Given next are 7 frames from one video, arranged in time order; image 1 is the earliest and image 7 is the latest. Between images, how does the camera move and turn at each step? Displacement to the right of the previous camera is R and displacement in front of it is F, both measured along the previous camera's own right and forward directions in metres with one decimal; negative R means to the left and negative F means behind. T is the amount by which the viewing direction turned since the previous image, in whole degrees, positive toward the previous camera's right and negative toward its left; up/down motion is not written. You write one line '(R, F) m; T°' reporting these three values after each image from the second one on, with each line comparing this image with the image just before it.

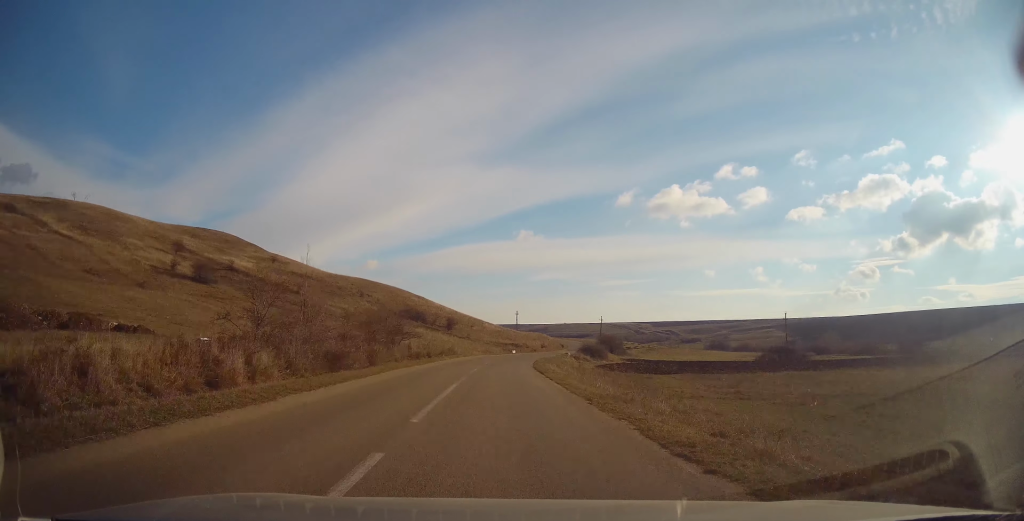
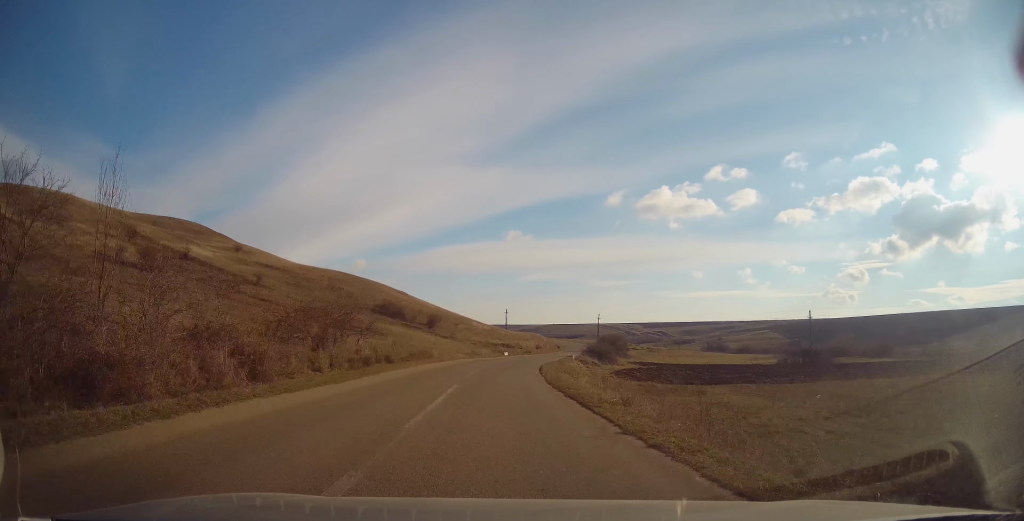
(-0.2, +14.4) m; +1°
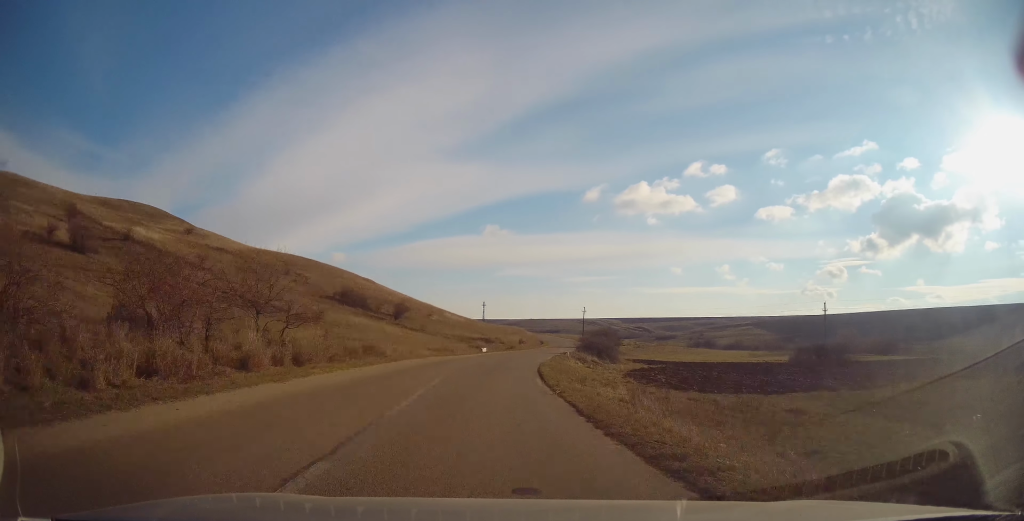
(+0.2, +12.7) m; +2°
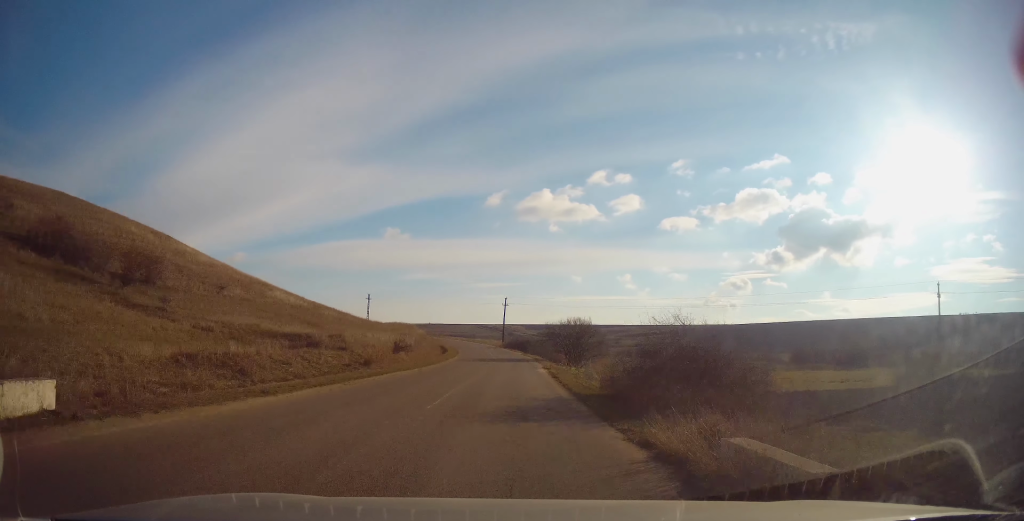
(+4.4, +46.6) m; +10°
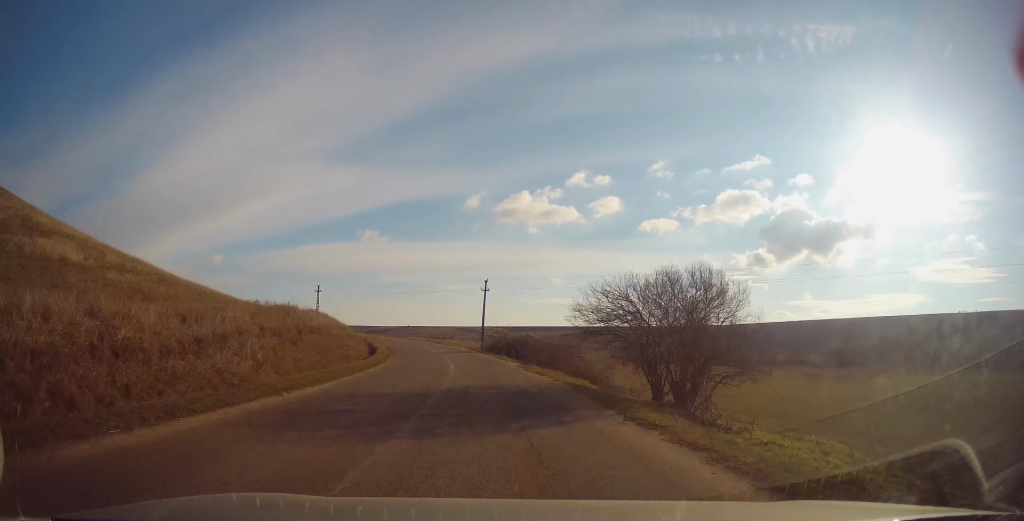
(+1.4, +31.8) m; +1°
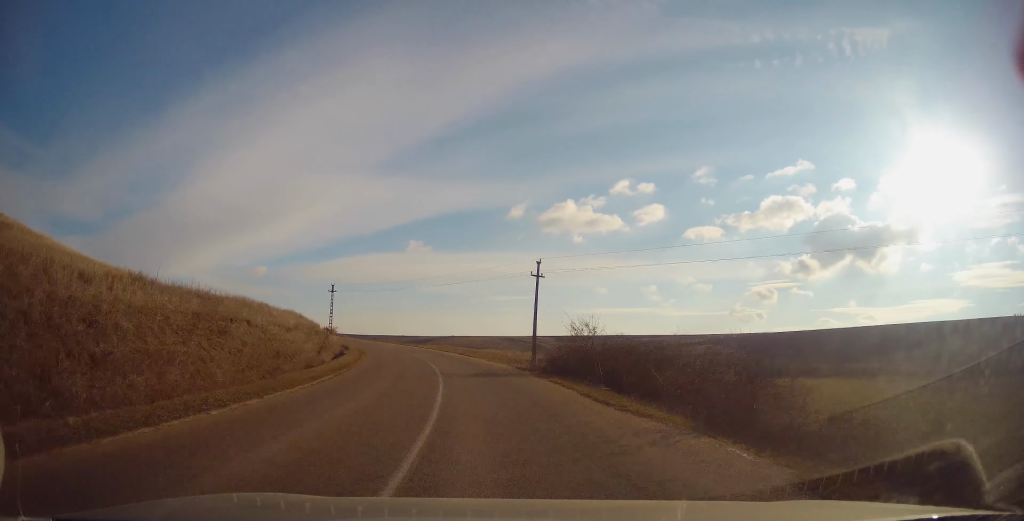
(-0.8, +23.6) m; -5°
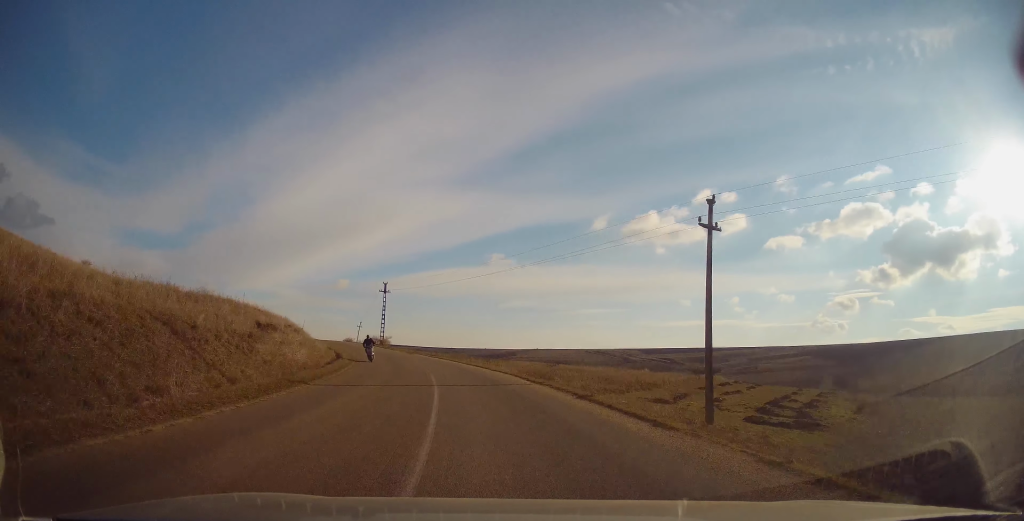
(-1.2, +24.3) m; -8°
